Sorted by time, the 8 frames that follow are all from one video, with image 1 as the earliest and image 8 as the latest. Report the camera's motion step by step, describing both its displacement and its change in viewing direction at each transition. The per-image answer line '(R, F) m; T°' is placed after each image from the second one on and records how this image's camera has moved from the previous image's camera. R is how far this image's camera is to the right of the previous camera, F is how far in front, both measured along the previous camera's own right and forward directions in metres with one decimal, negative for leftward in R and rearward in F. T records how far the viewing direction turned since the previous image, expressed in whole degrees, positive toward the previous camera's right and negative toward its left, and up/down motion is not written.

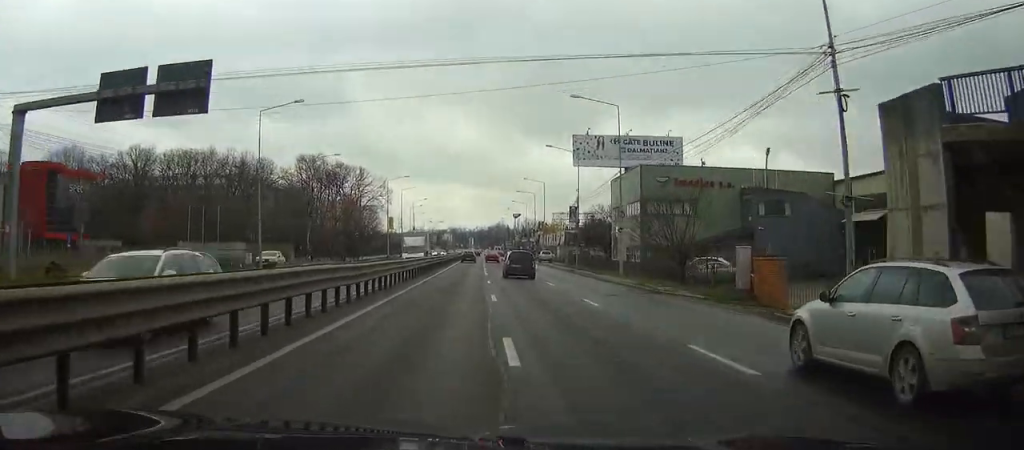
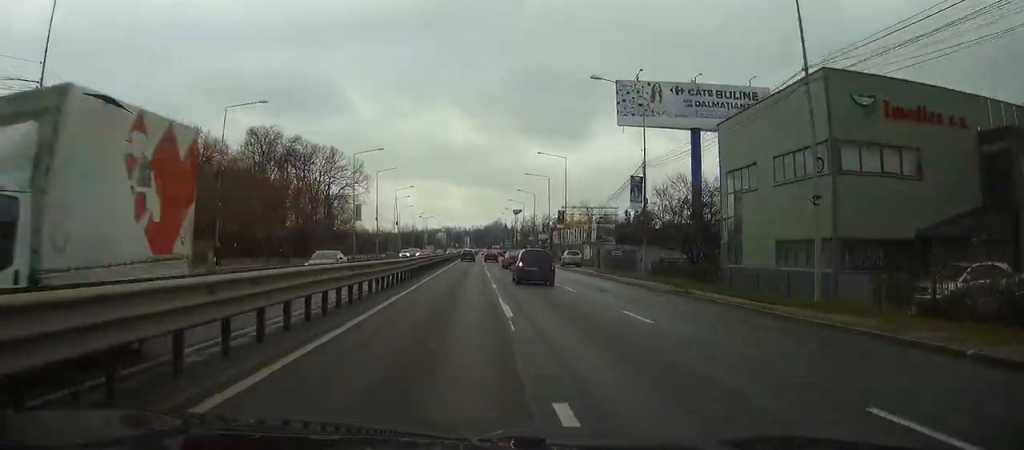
(+0.2, +29.7) m; +1°
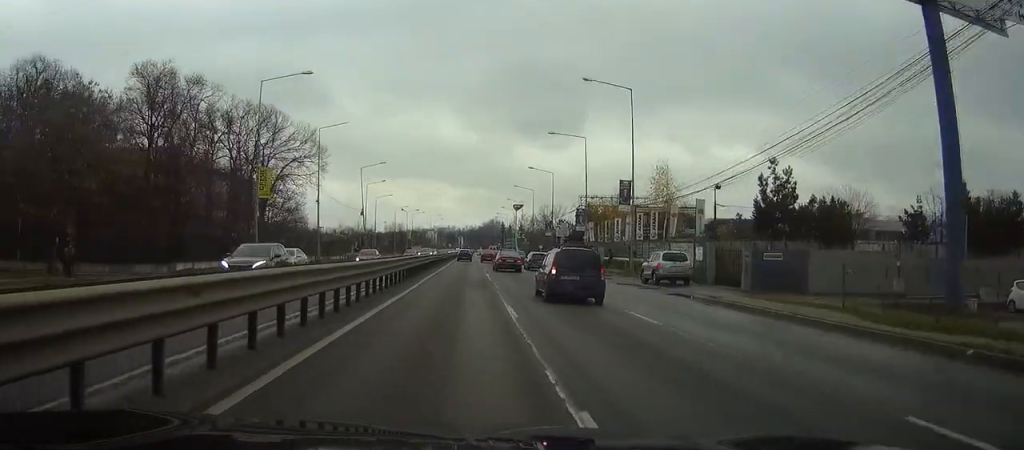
(+0.1, +36.8) m; 0°
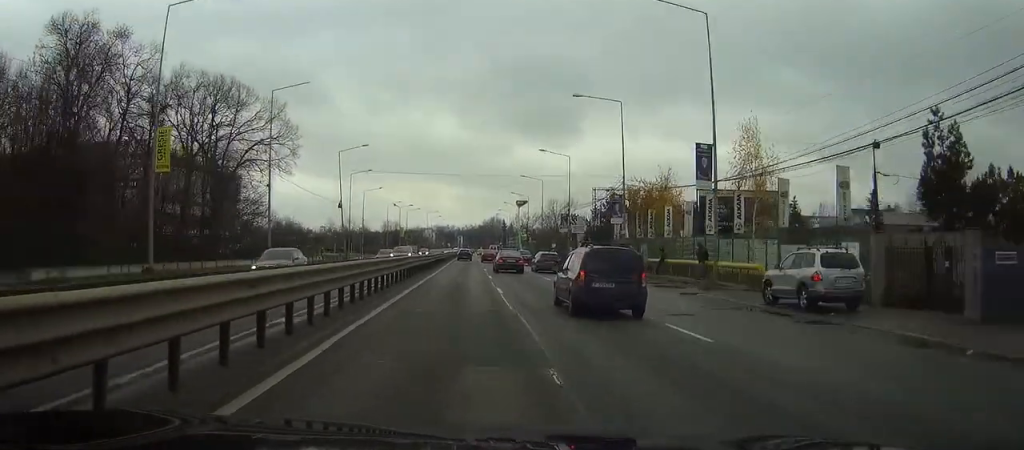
(+0.1, +16.3) m; 0°
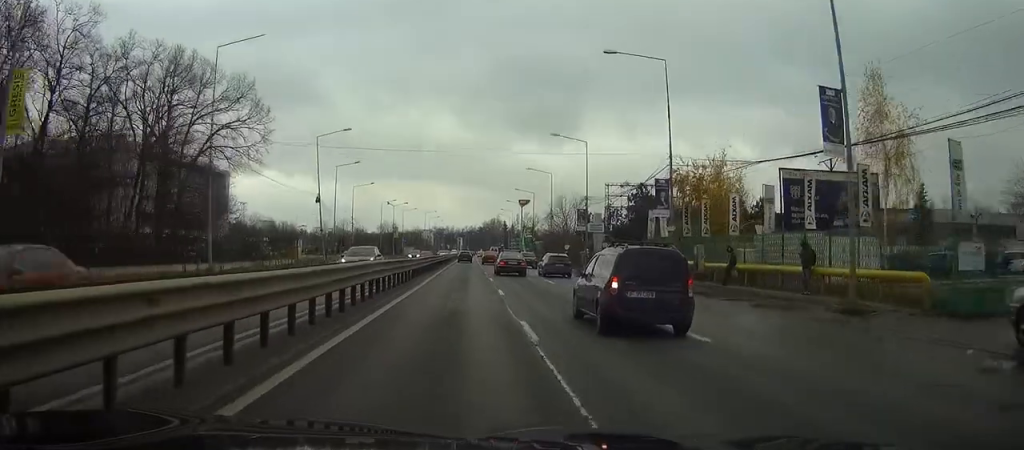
(0.0, +12.0) m; 0°
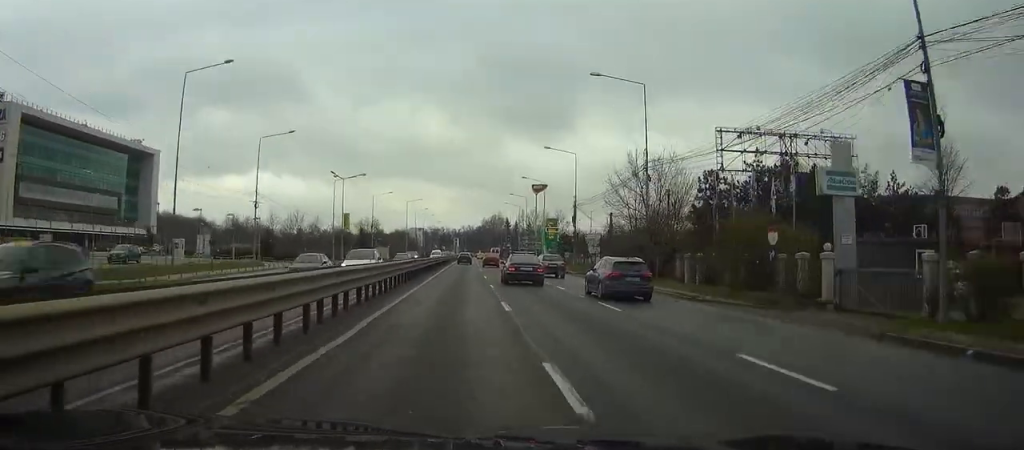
(-0.1, +52.9) m; 0°
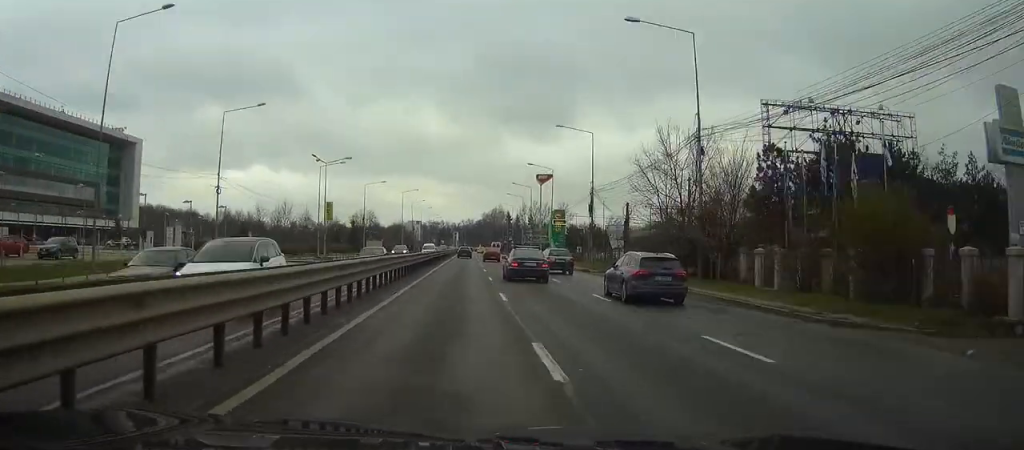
(0.0, +10.3) m; 0°
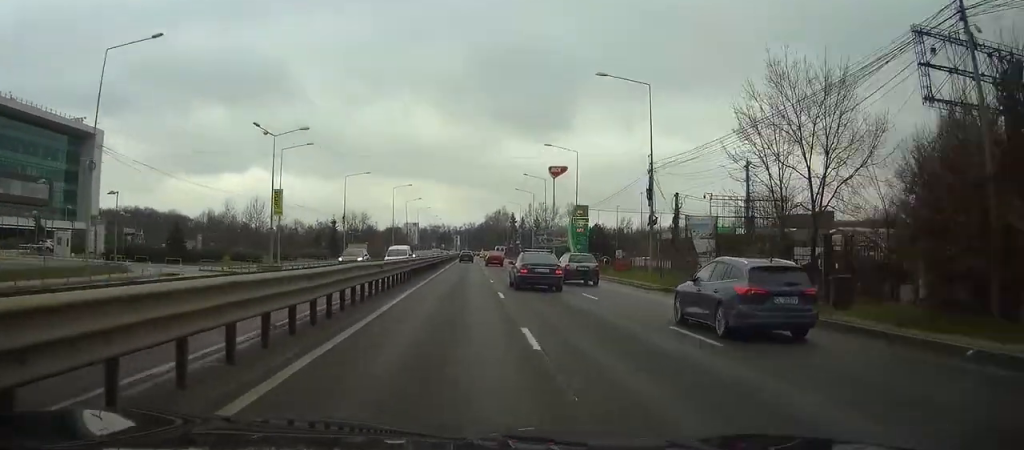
(-0.1, +20.7) m; 0°
